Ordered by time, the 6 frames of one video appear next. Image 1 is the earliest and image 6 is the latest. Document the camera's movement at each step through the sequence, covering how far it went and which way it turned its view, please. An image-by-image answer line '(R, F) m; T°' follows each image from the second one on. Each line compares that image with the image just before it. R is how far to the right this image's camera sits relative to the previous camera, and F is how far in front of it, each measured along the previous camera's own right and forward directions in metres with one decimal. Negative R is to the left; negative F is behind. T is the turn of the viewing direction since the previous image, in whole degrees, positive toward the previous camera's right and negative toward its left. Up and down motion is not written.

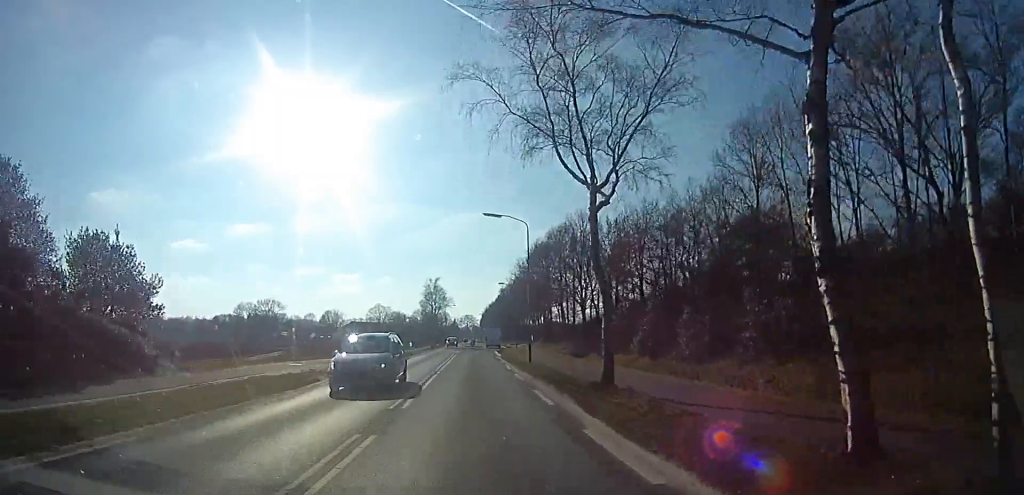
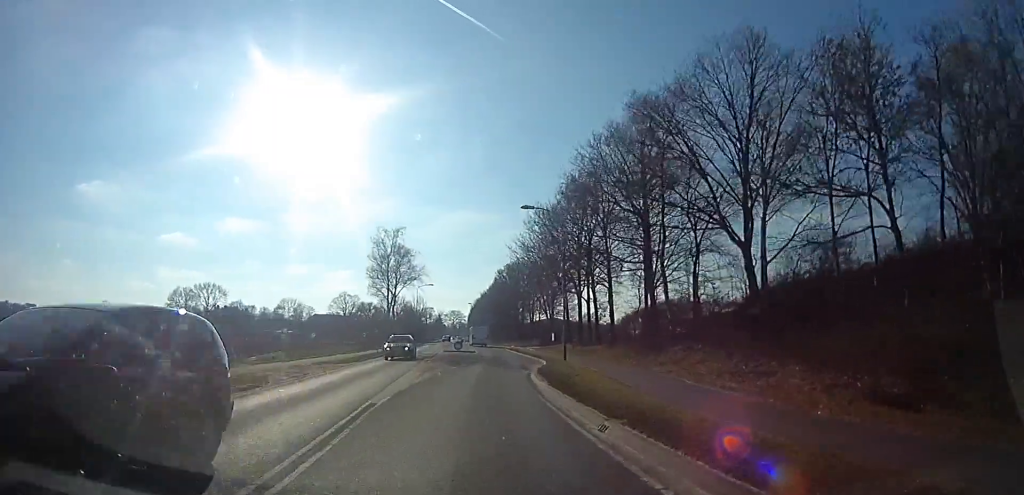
(0.0, +37.8) m; +1°
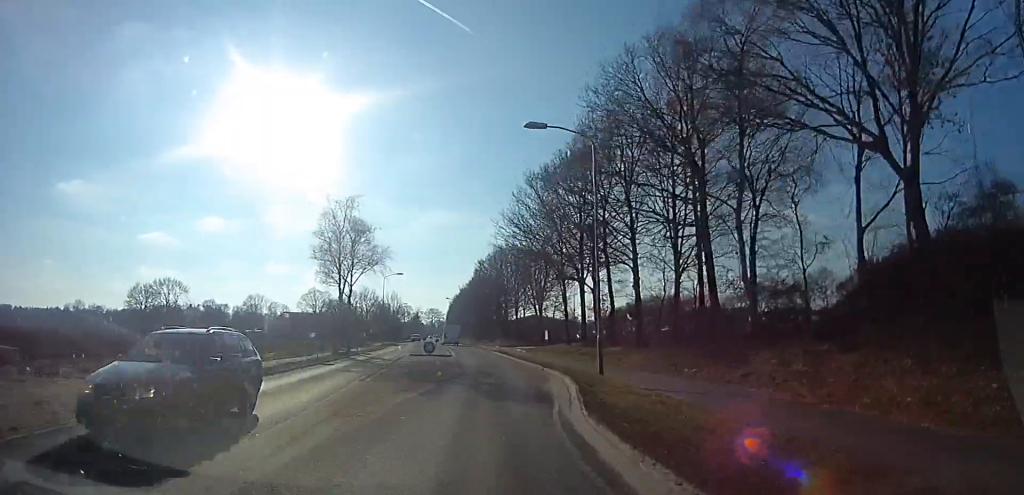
(-0.2, +11.1) m; +2°
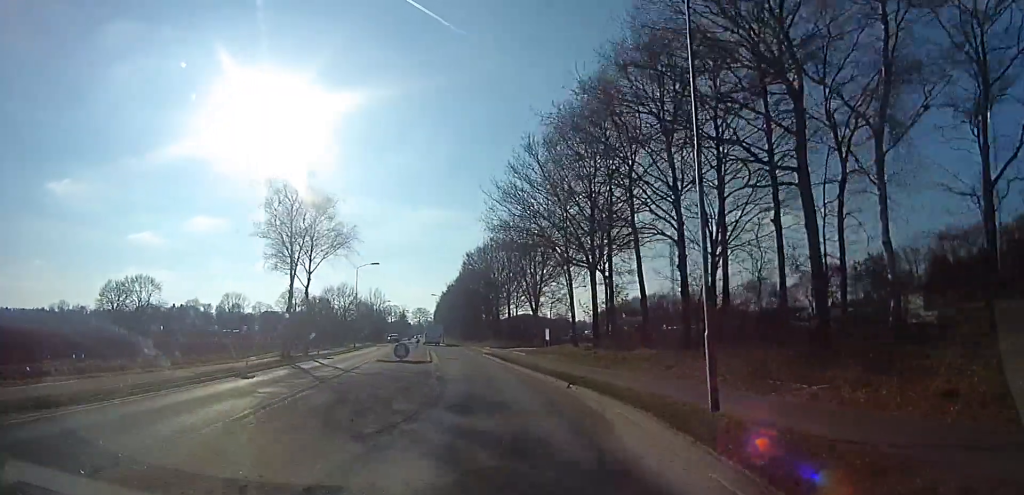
(+0.4, +8.2) m; +2°
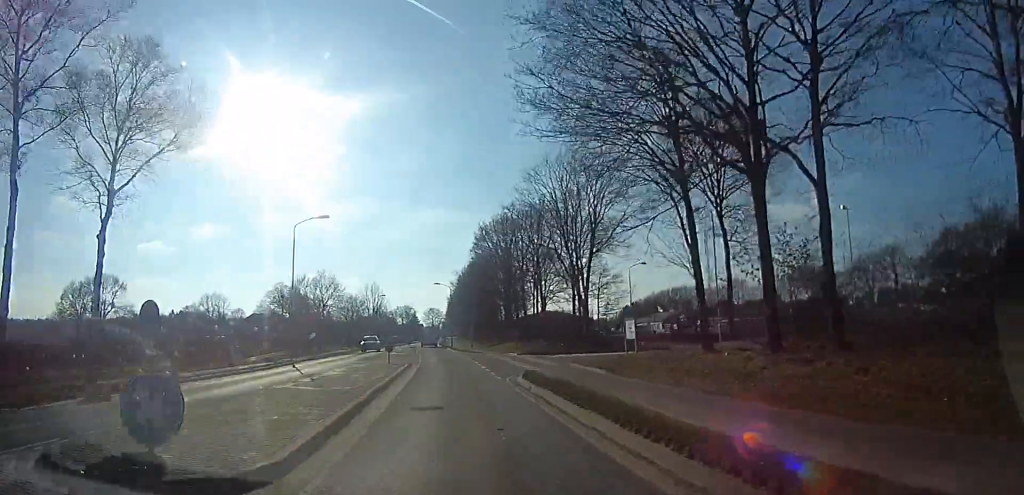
(+0.5, +21.1) m; -1°
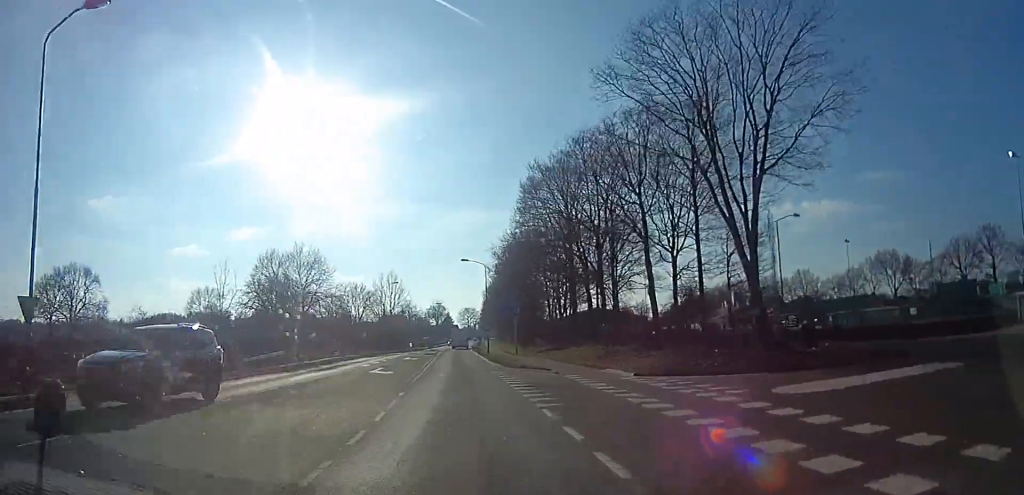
(-0.9, +21.5) m; -3°
